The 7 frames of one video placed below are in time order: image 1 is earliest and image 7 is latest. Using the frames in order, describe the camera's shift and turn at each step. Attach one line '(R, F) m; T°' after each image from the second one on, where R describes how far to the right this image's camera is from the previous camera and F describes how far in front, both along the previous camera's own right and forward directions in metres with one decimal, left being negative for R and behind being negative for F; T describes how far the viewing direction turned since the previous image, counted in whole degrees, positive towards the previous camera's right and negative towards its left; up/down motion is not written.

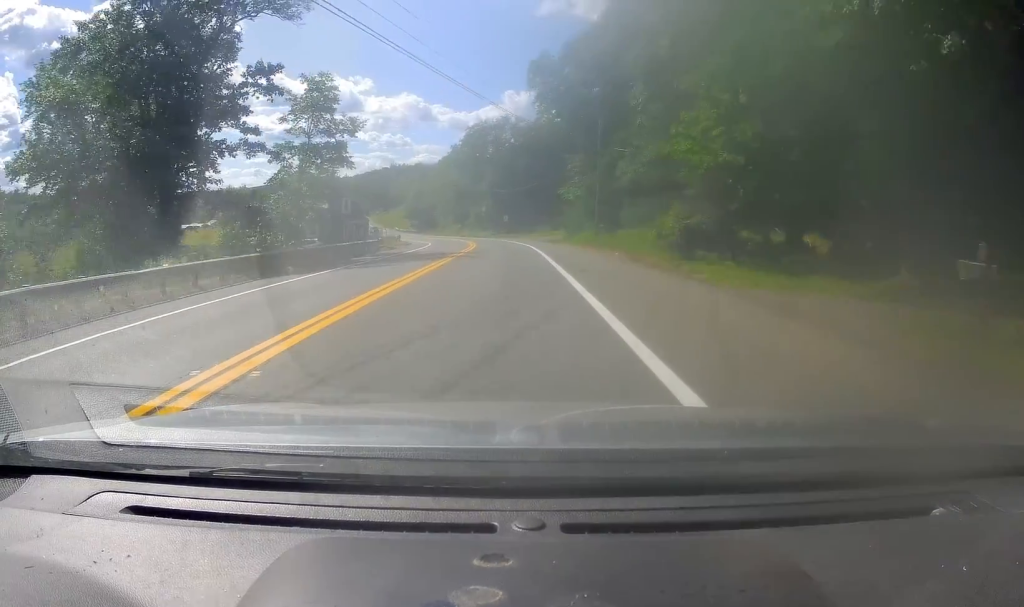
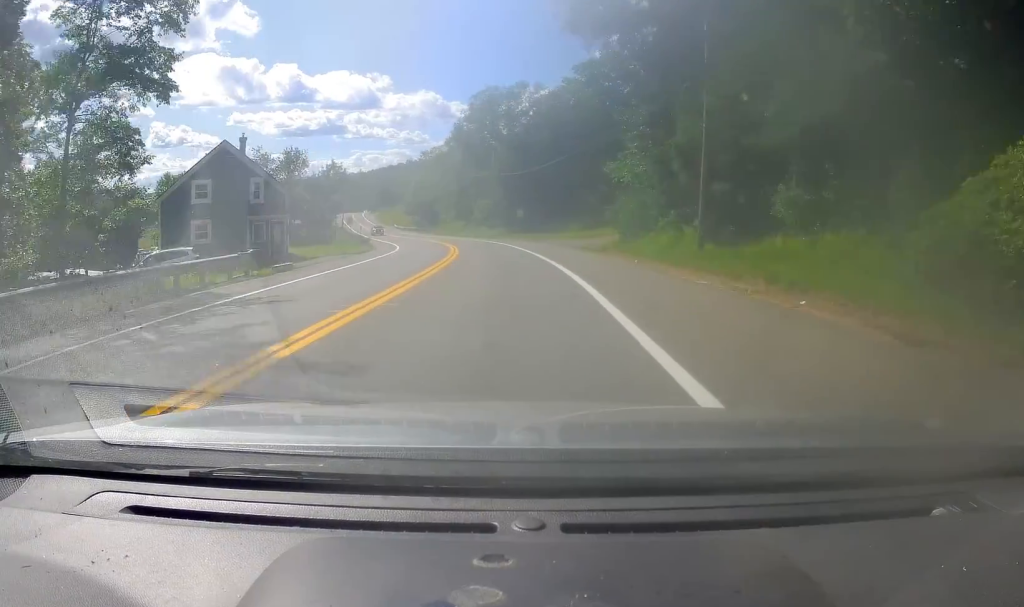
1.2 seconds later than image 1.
(-0.2, +27.3) m; -1°
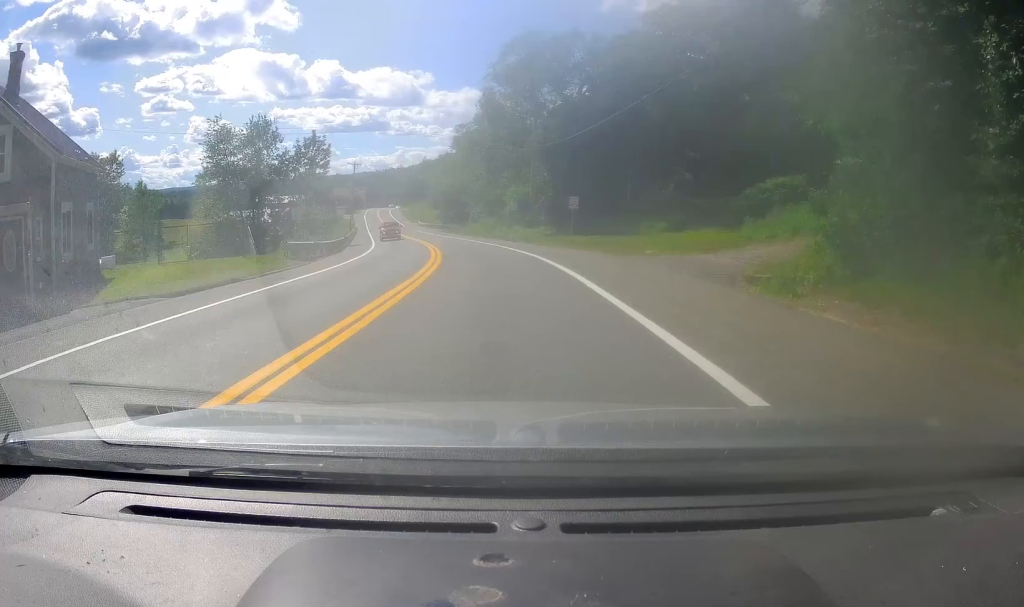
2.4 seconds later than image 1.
(-0.8, +26.2) m; -2°
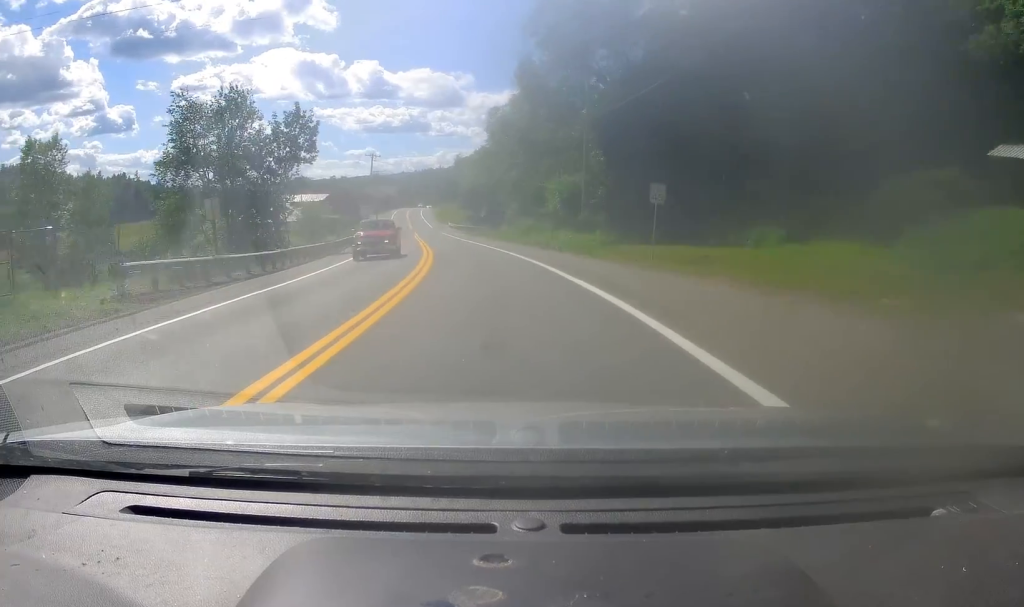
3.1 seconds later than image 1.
(+0.2, +15.2) m; -1°
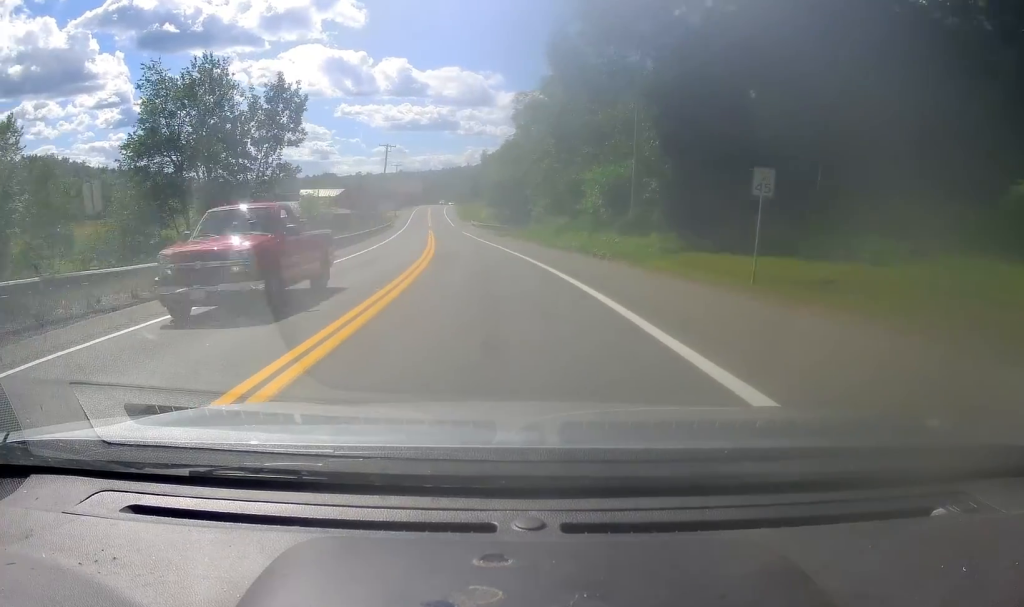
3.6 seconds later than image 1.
(+0.5, +10.1) m; -1°
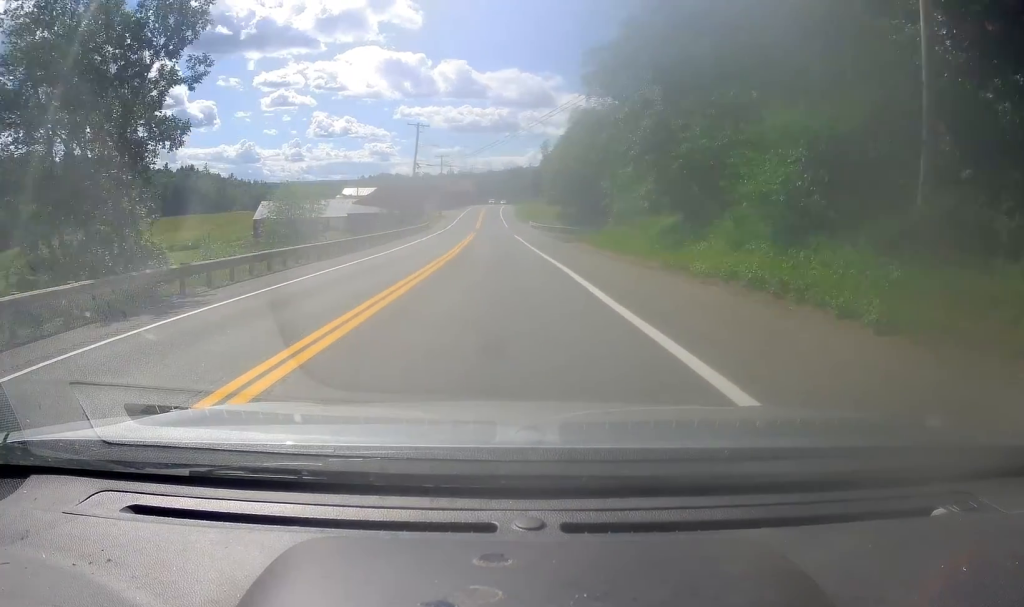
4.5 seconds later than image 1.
(-1.3, +20.2) m; -6°
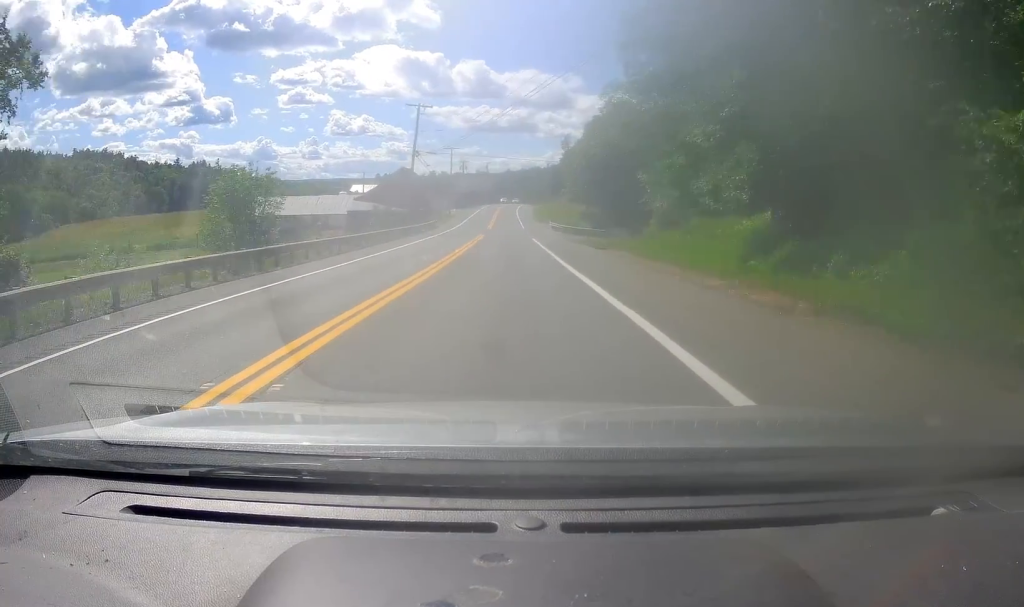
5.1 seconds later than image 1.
(-0.4, +11.6) m; -3°
